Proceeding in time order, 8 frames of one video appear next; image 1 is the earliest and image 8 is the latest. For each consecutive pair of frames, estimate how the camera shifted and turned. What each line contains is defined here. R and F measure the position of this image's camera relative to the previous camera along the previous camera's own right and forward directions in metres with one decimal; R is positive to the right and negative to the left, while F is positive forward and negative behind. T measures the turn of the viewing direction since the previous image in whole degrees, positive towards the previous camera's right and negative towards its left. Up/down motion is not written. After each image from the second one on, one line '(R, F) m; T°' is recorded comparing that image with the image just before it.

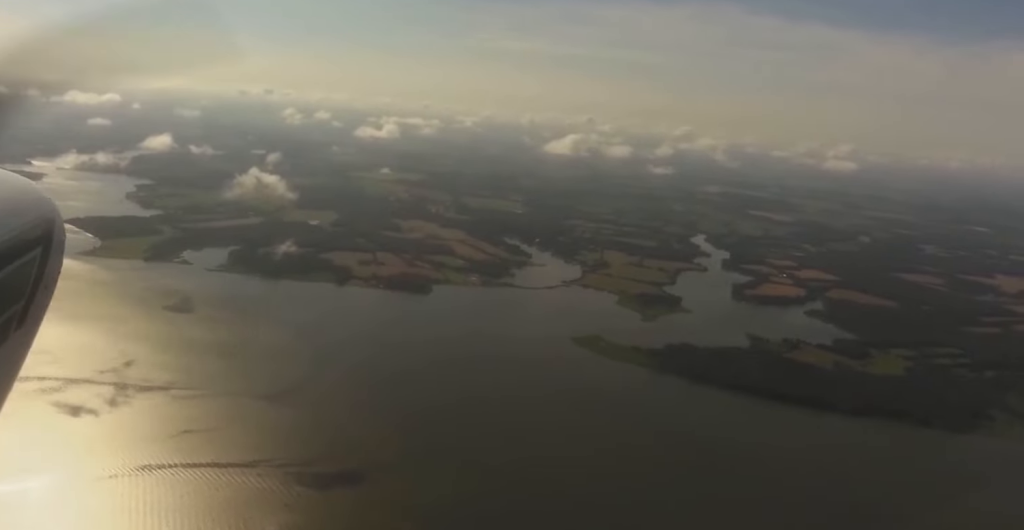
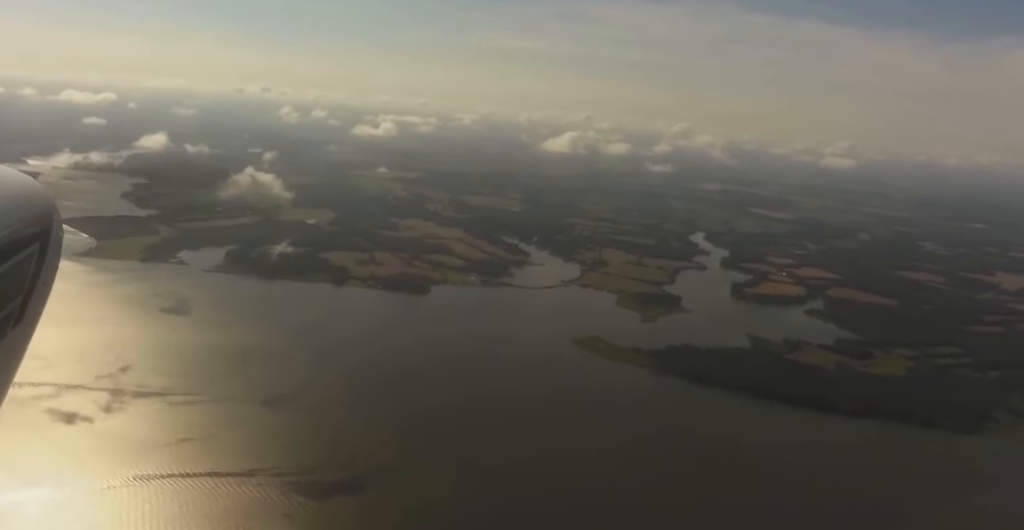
(0.0, +27.0) m; 0°
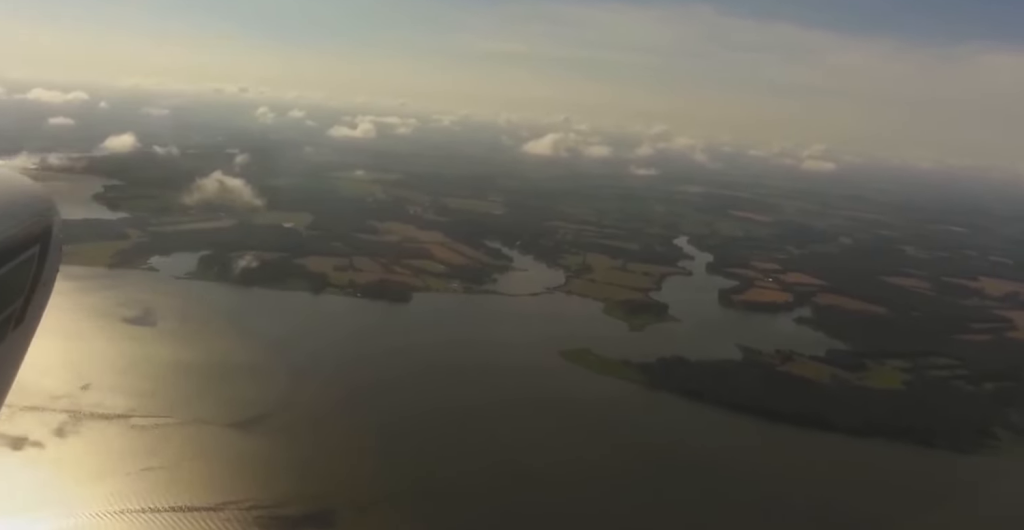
(+3.4, +148.0) m; +3°
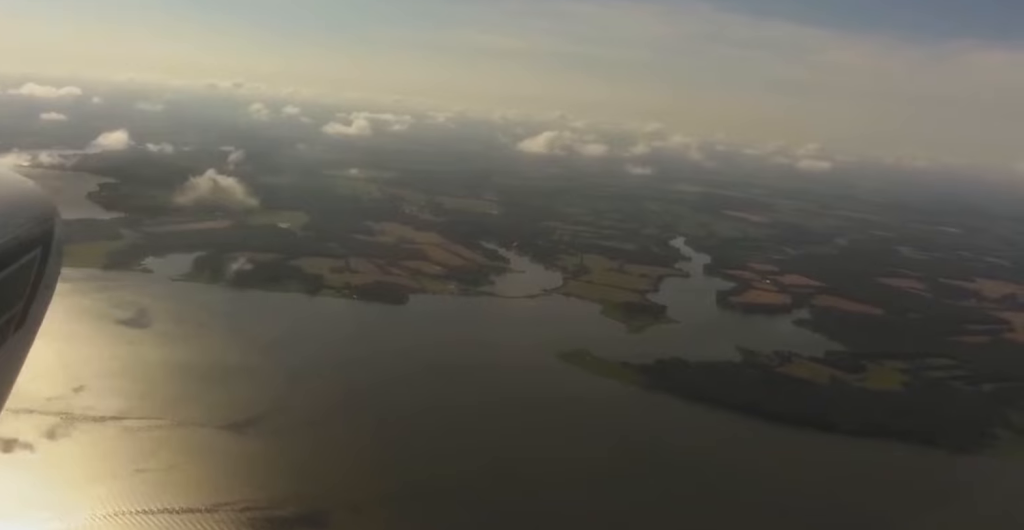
(+0.1, +26.0) m; -1°
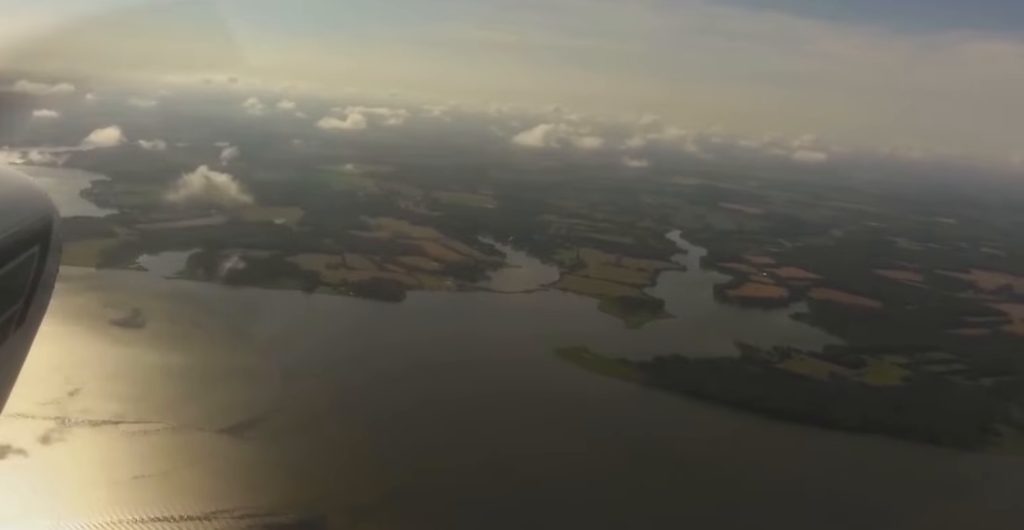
(-0.2, +23.5) m; 0°
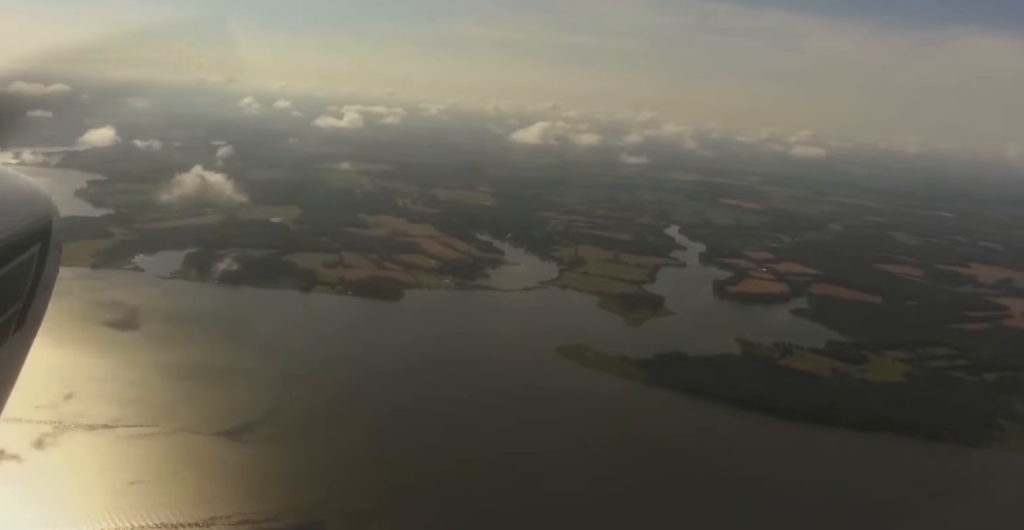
(-0.7, +27.0) m; 0°
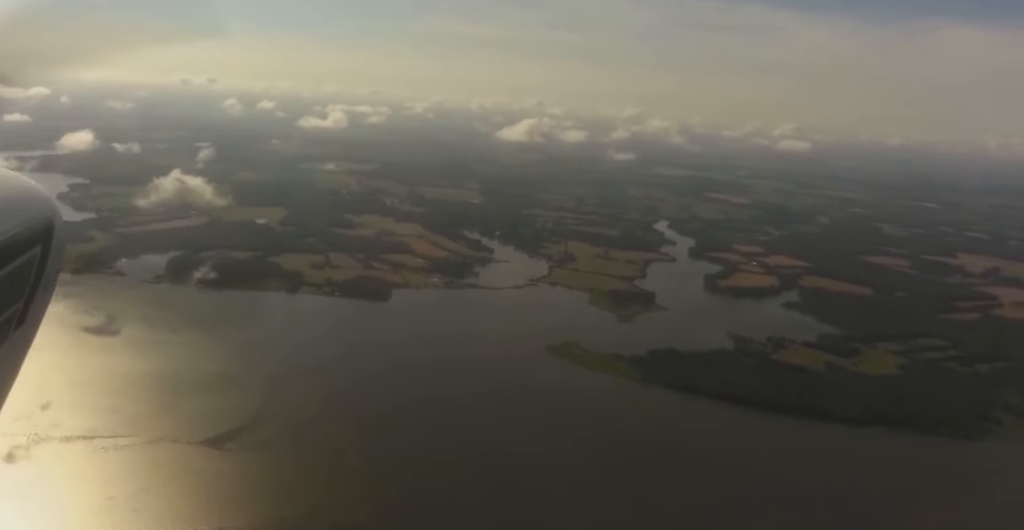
(+1.5, +70.2) m; +1°
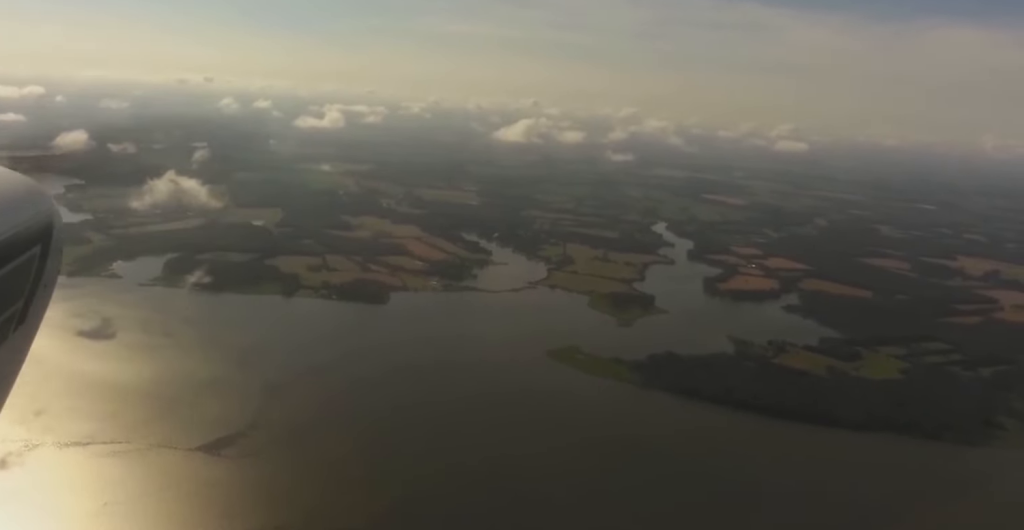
(0.0, +24.5) m; 0°
